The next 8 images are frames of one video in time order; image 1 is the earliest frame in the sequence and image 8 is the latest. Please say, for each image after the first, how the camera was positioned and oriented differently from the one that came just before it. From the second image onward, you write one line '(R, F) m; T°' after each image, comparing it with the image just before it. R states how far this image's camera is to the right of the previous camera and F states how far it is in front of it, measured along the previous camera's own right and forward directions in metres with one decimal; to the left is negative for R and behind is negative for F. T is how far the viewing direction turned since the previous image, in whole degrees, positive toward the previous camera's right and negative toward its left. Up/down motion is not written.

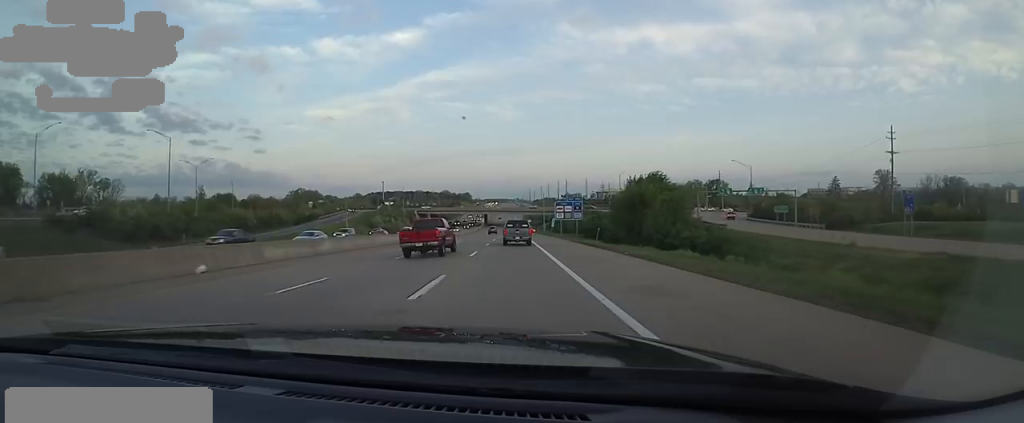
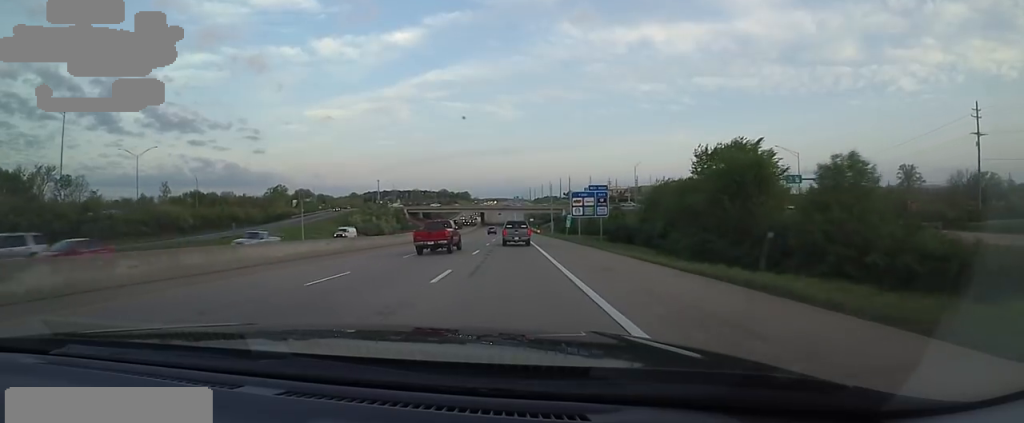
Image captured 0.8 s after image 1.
(-0.3, +22.4) m; 0°
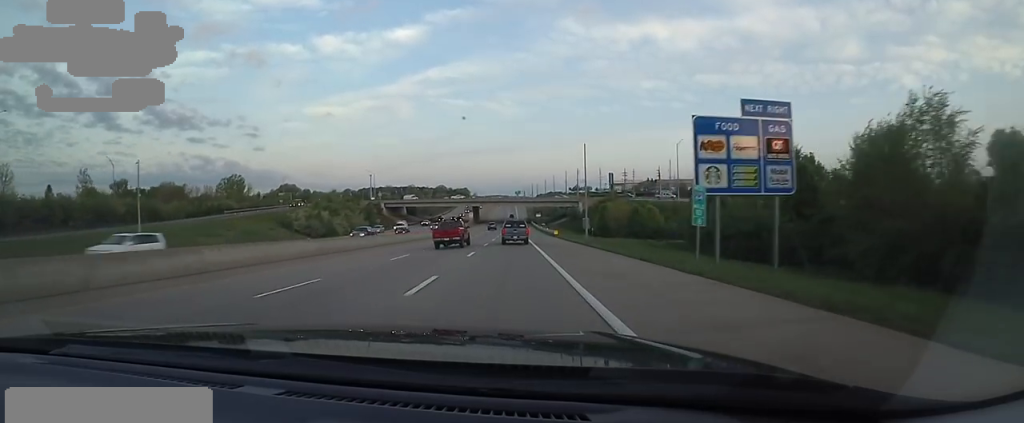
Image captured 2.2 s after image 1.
(+0.9, +39.3) m; +3°
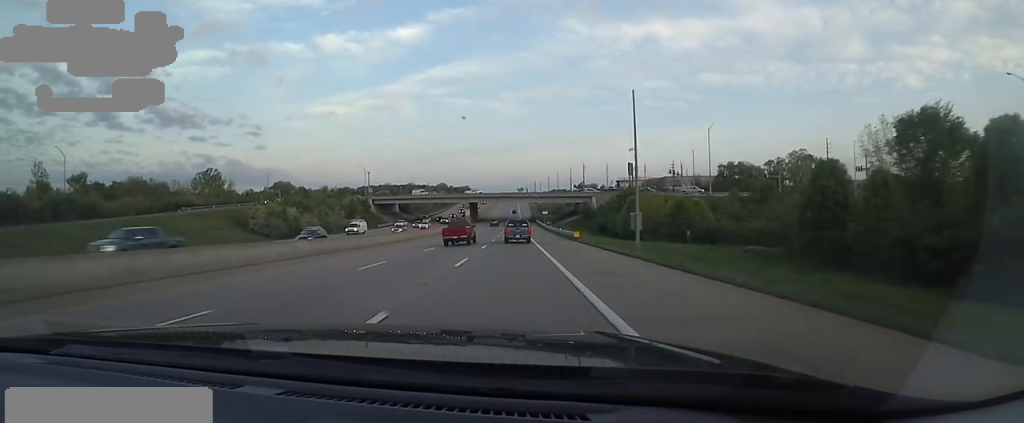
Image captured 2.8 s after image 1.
(0.0, +18.1) m; -2°
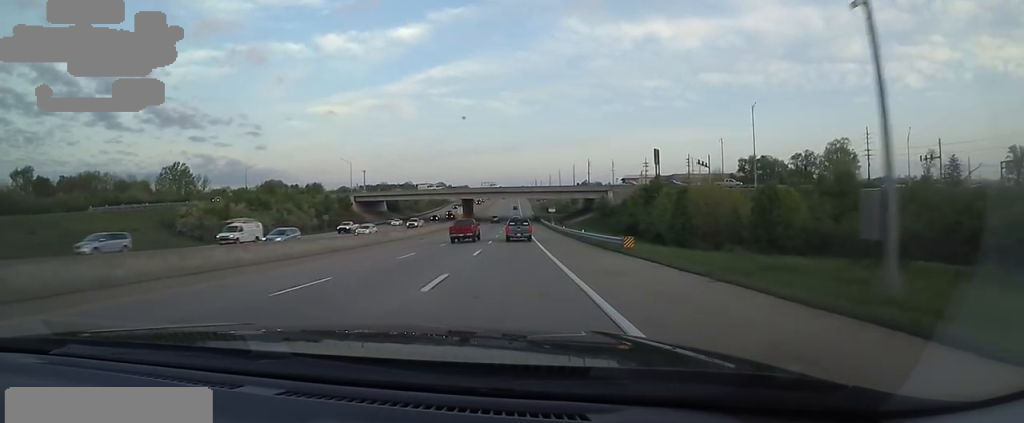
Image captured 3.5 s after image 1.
(-0.1, +18.9) m; -1°
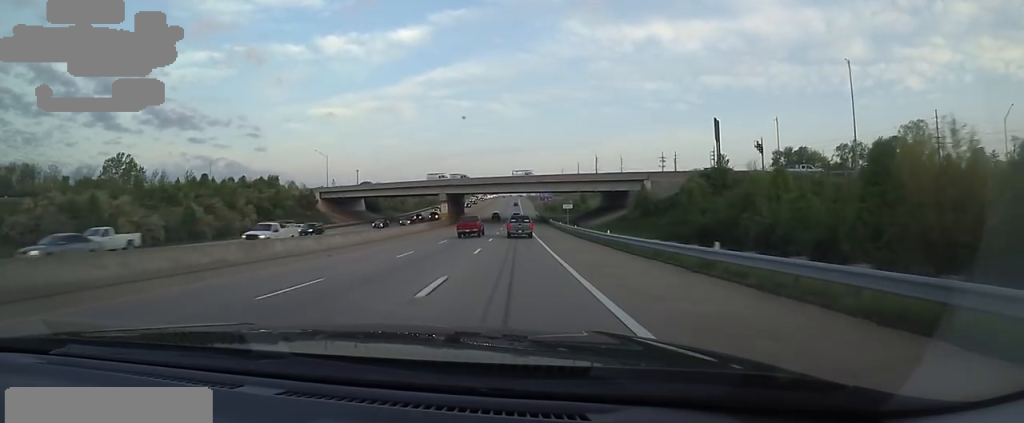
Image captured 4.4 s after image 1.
(-0.9, +25.3) m; 0°
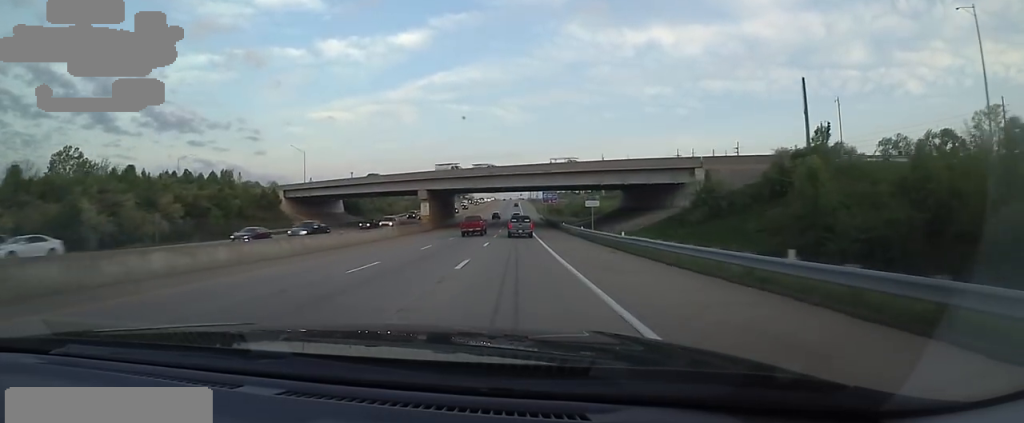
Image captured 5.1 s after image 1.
(+0.9, +18.8) m; 0°
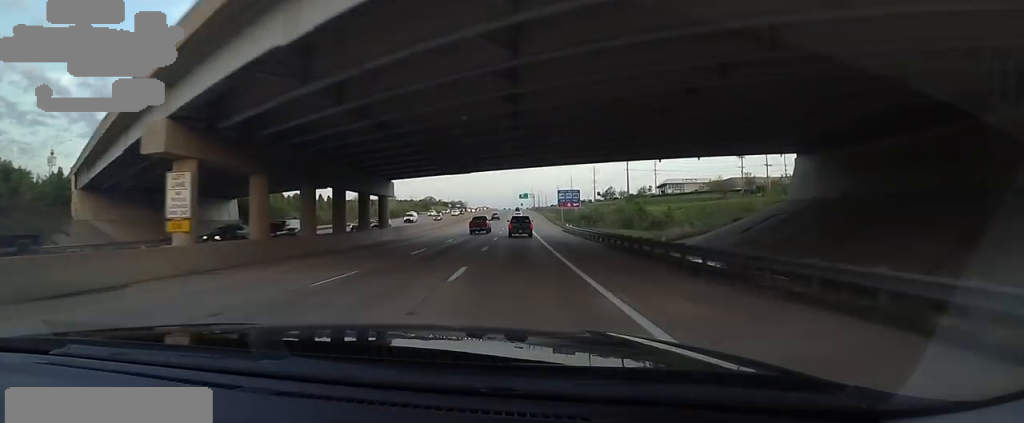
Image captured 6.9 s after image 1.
(-0.9, +51.0) m; +1°
